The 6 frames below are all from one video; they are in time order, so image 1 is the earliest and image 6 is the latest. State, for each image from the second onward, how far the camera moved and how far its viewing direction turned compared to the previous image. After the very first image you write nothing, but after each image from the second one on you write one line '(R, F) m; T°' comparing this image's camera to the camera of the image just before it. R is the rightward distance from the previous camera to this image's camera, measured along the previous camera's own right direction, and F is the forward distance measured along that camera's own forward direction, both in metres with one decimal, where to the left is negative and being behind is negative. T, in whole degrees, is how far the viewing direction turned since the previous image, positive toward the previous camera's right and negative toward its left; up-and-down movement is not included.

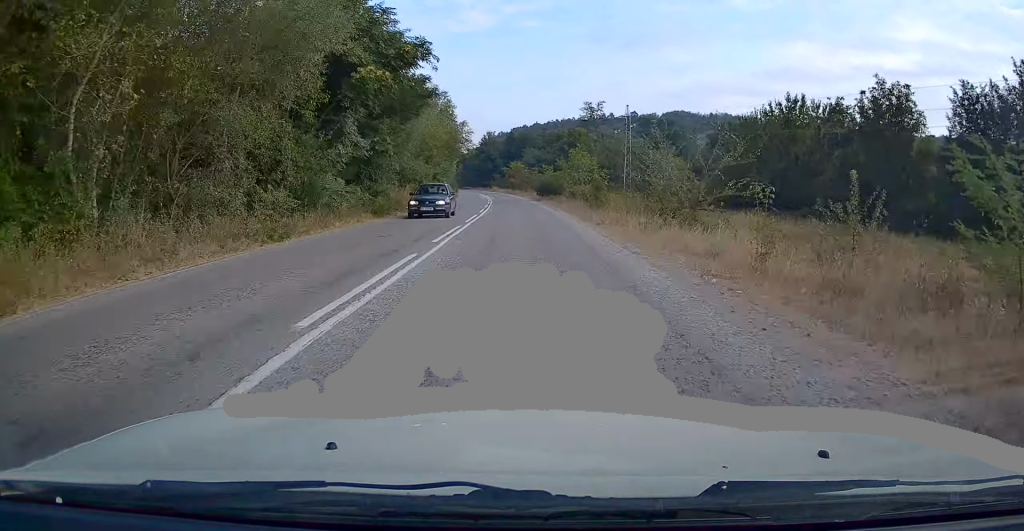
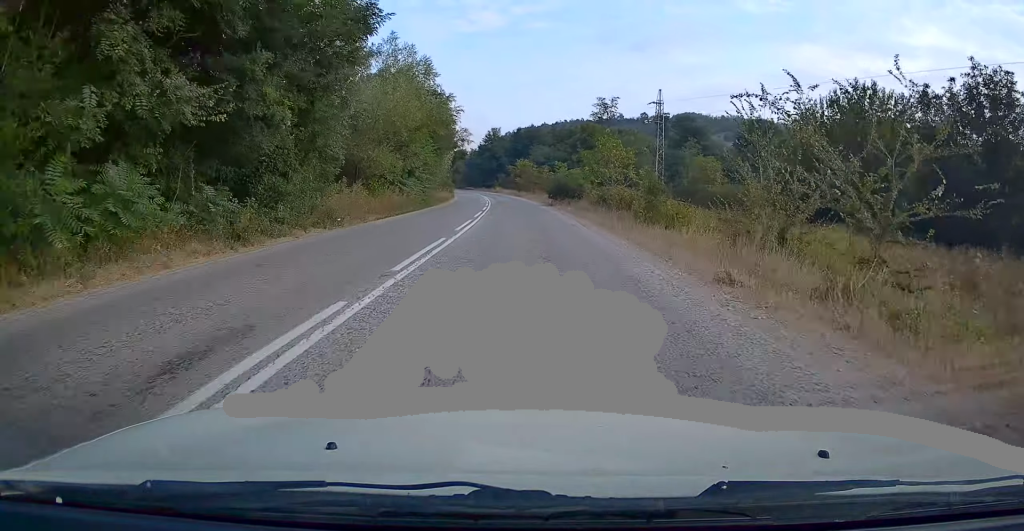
(-0.1, +13.9) m; -1°
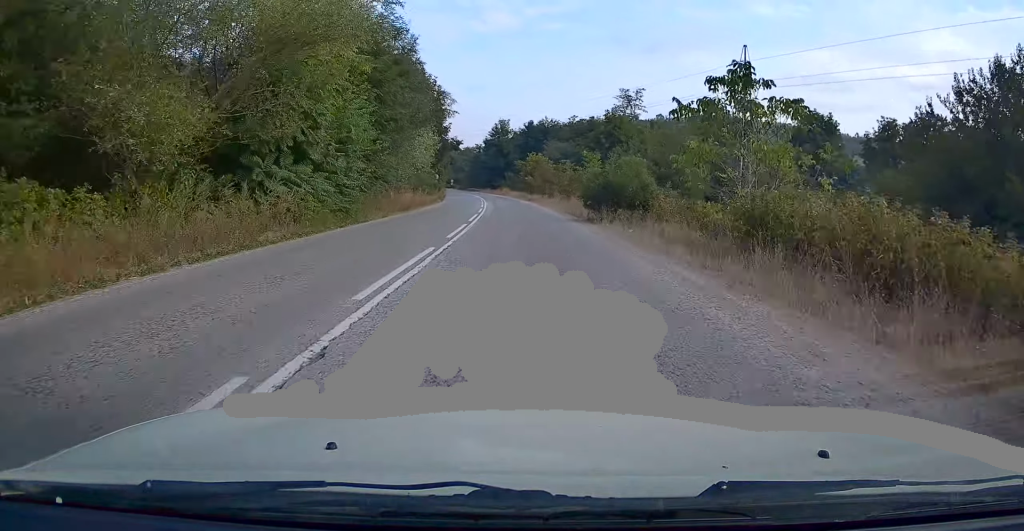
(-0.2, +21.0) m; -1°
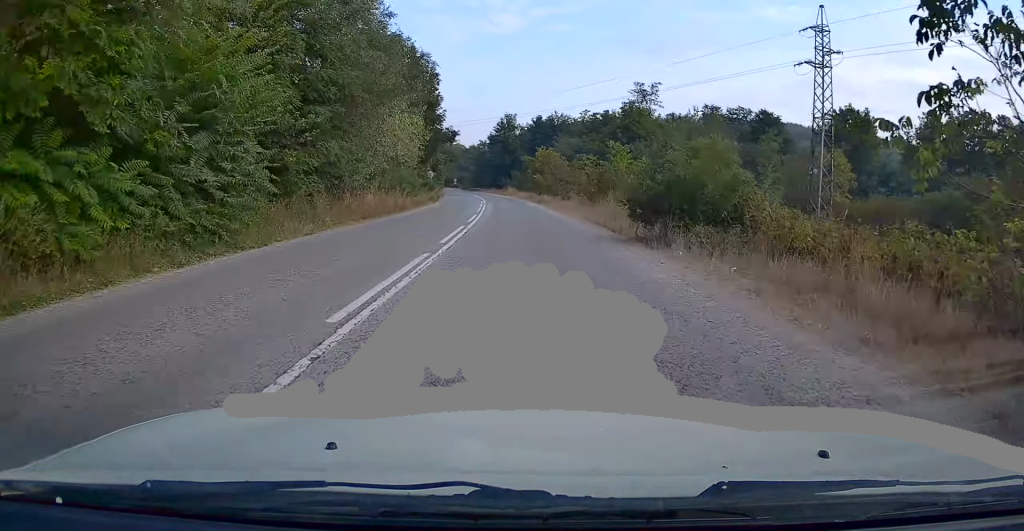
(-0.1, +10.1) m; -1°
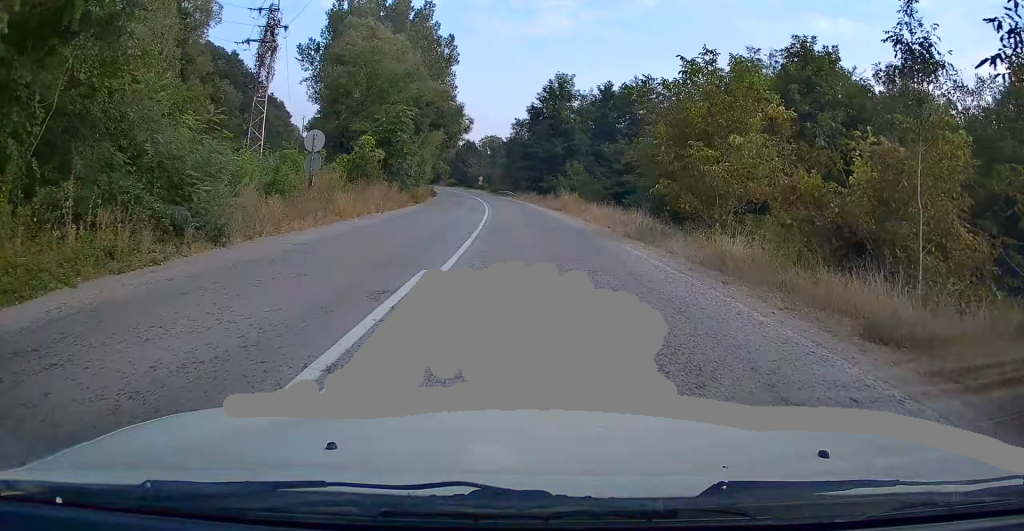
(-1.4, +48.3) m; -3°
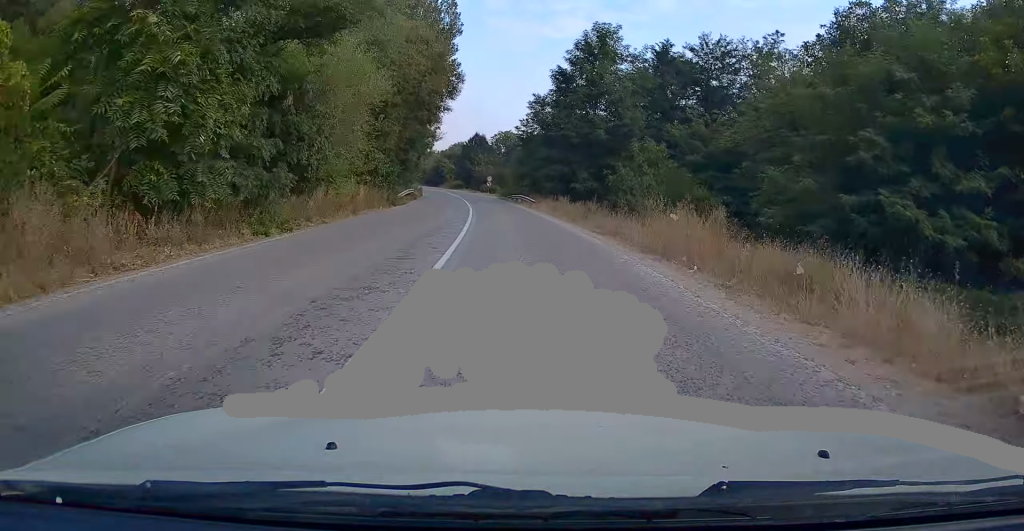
(-0.4, +25.7) m; -2°
